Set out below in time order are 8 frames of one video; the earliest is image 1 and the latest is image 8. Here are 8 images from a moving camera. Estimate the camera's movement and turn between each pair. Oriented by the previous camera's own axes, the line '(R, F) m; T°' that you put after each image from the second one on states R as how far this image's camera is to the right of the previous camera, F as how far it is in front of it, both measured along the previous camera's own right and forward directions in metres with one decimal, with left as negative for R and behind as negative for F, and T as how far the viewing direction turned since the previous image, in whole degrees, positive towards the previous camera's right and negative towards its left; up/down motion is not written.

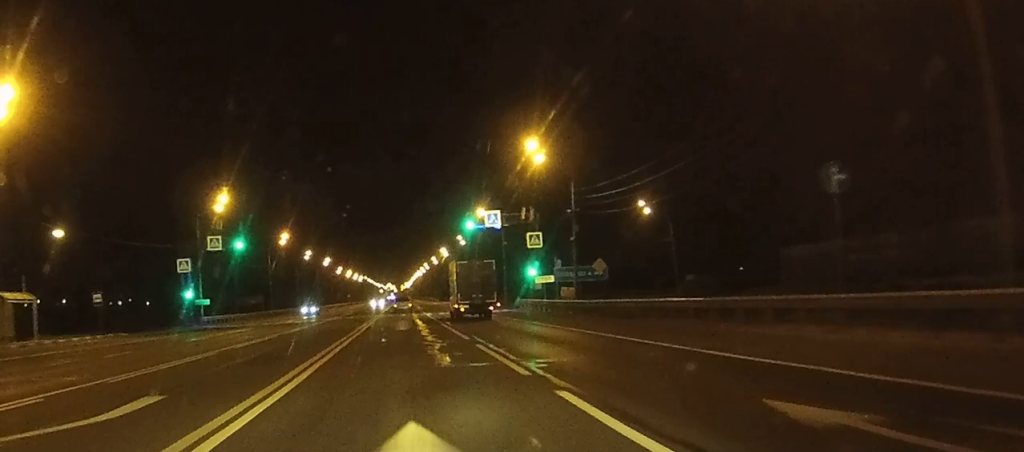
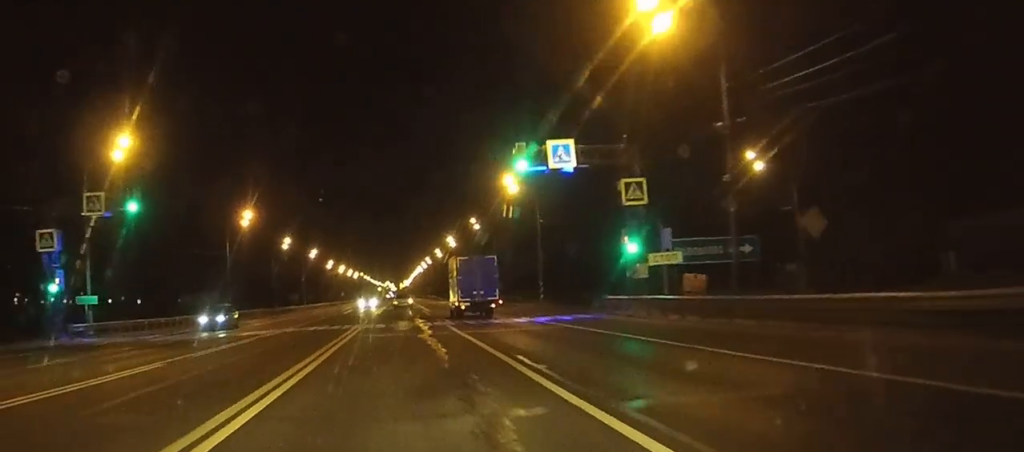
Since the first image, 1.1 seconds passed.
(0.0, +28.7) m; 0°
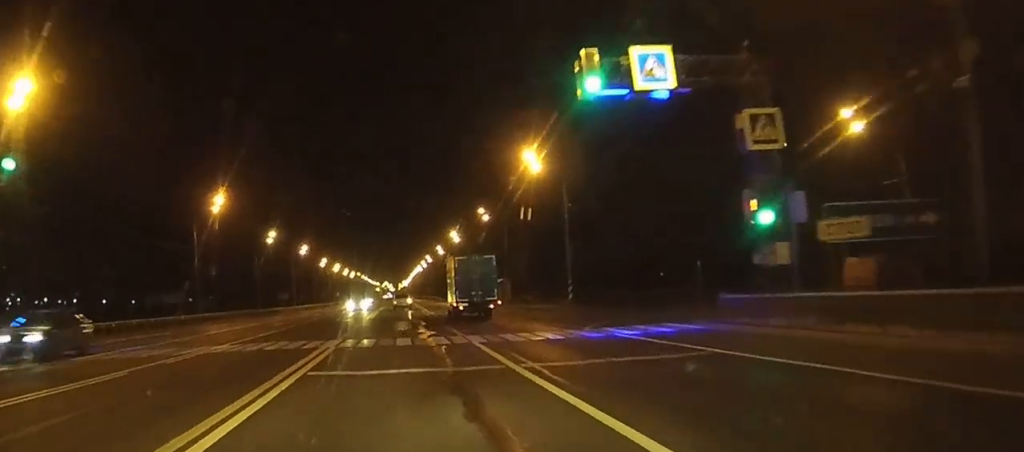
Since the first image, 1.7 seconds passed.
(0.0, +14.3) m; 0°
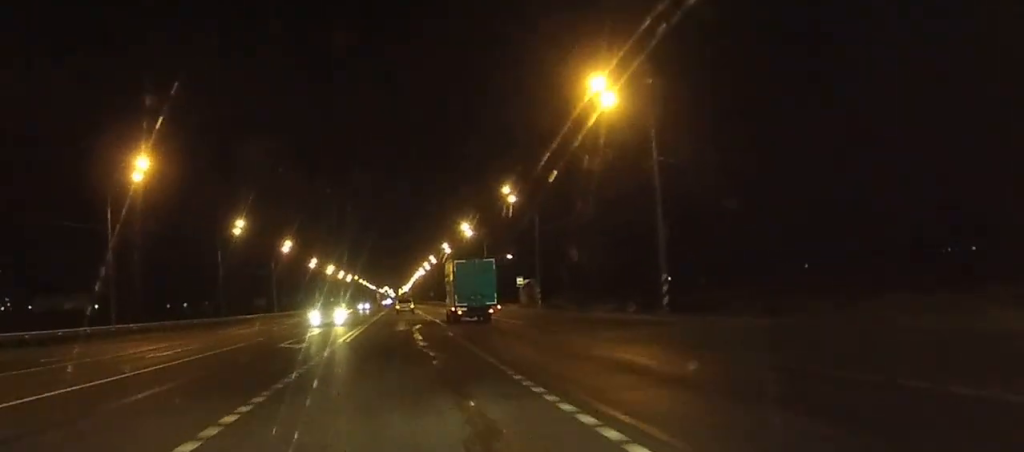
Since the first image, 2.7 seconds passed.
(0.0, +24.3) m; 0°
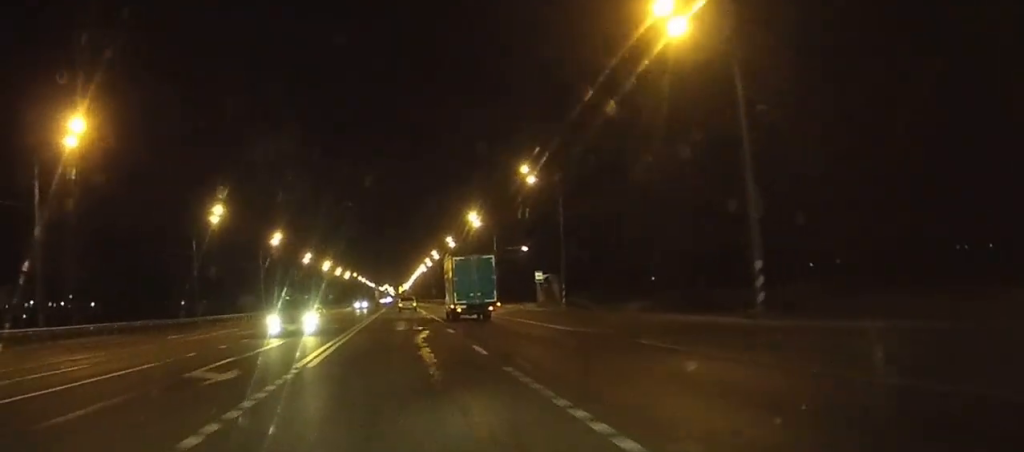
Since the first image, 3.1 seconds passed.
(0.0, +11.7) m; 0°
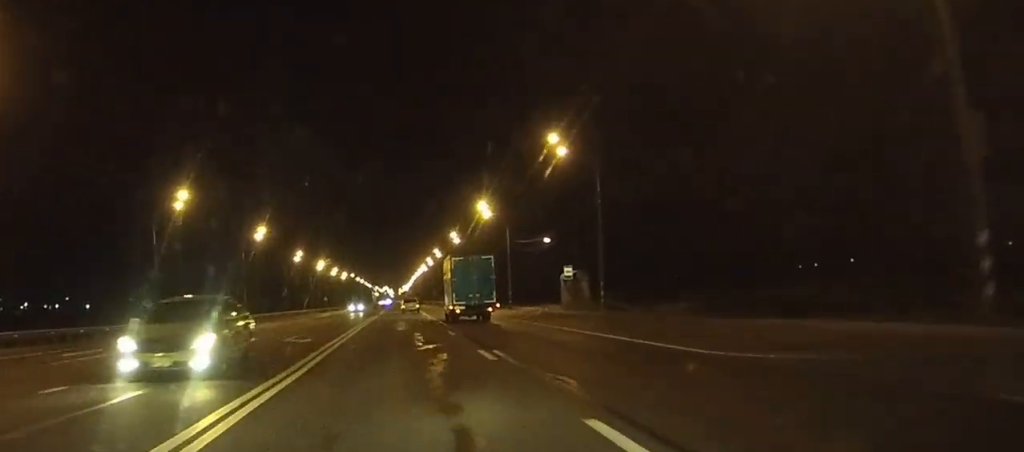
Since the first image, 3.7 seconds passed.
(0.0, +13.4) m; 0°
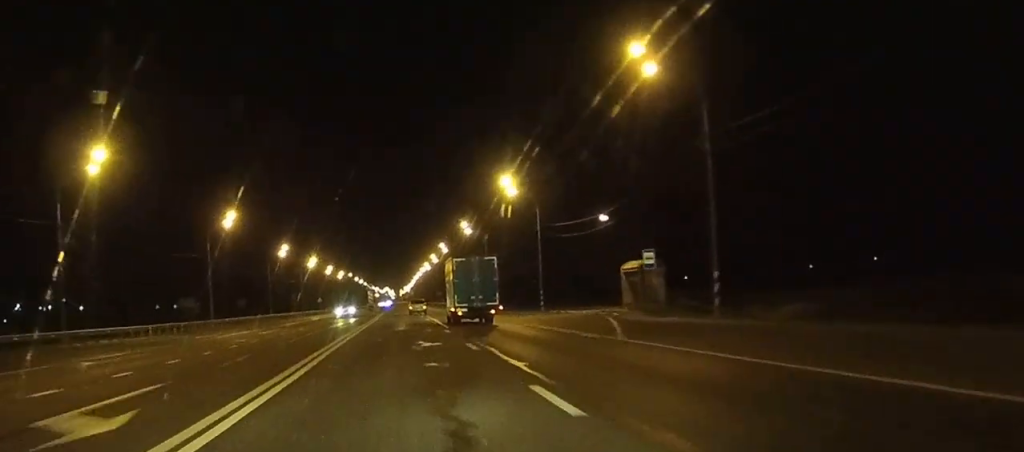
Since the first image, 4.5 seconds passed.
(0.0, +20.2) m; 0°
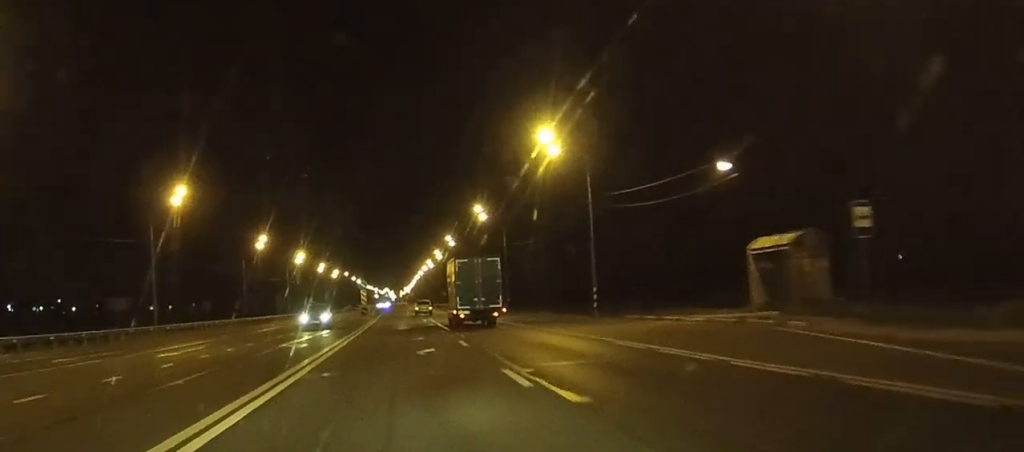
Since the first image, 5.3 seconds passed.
(-0.1, +20.3) m; 0°
